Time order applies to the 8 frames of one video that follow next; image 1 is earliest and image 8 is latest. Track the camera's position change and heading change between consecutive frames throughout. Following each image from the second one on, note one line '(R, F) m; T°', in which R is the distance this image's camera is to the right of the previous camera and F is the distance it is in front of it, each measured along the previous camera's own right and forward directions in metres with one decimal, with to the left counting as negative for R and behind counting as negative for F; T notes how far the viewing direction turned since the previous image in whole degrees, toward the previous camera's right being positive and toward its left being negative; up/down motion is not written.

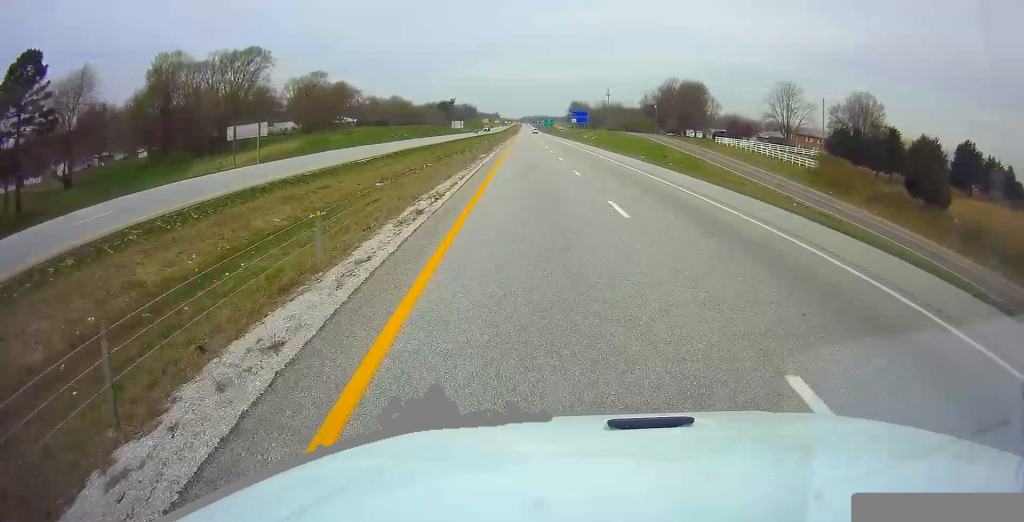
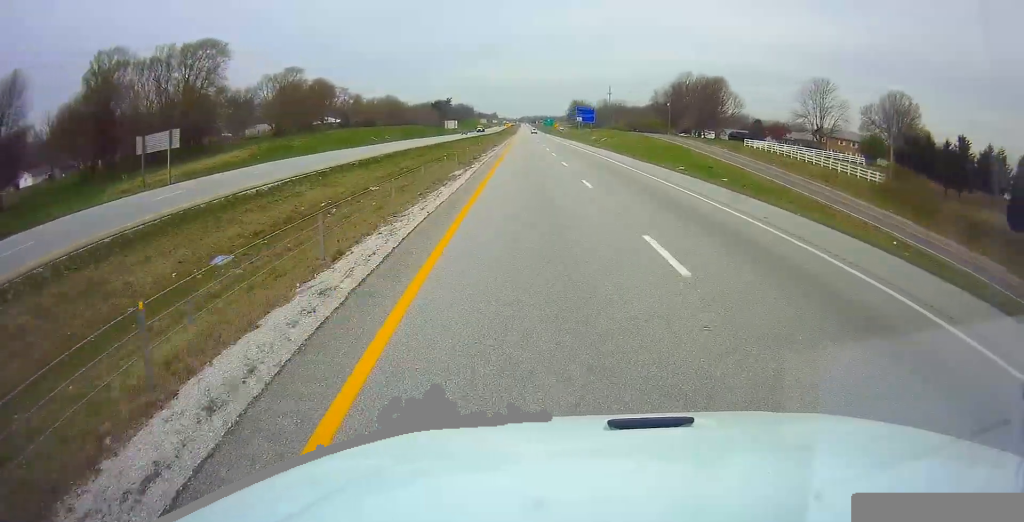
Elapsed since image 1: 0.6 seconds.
(+0.1, +17.5) m; 0°
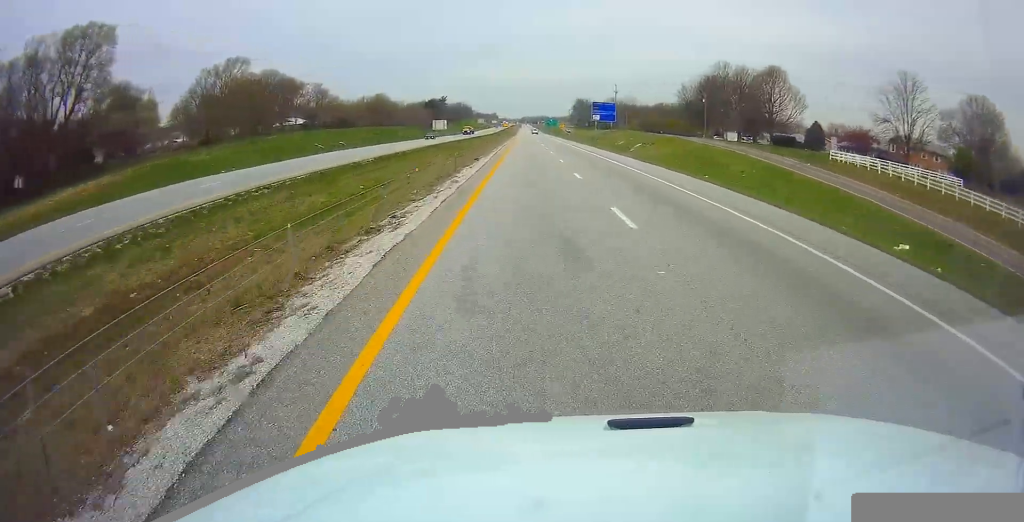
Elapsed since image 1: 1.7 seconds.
(+0.1, +32.0) m; 0°
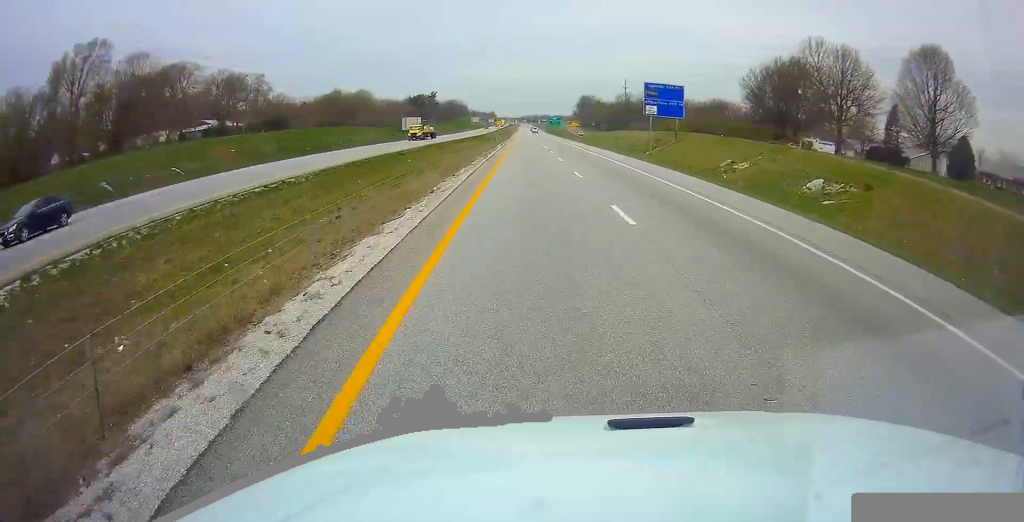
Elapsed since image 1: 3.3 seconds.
(-0.2, +47.5) m; 0°
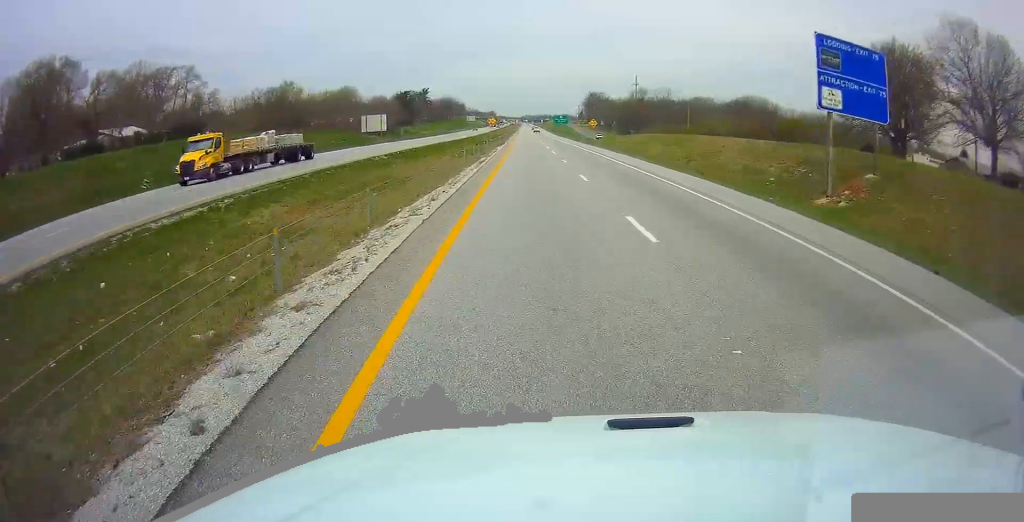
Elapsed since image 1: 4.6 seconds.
(0.0, +37.9) m; 0°
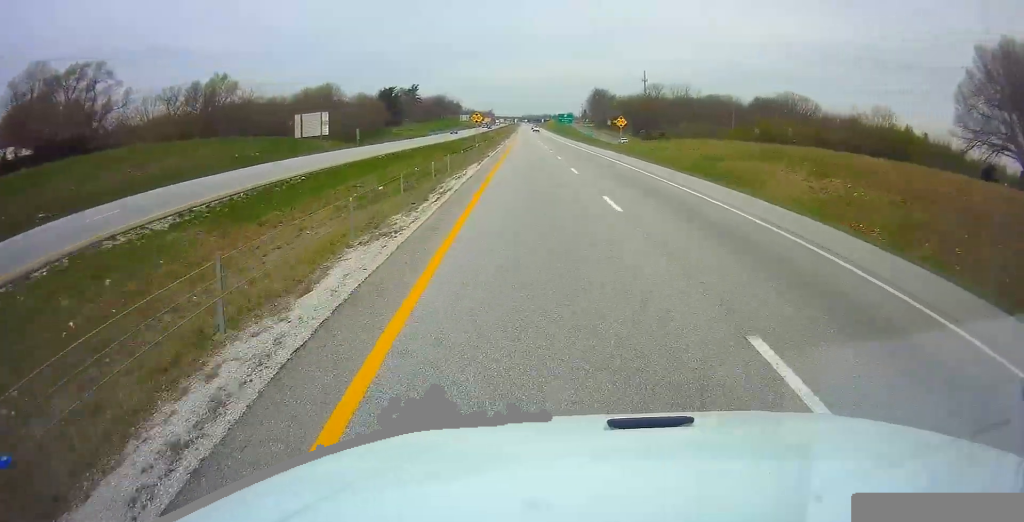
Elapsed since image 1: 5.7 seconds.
(0.0, +32.2) m; 0°
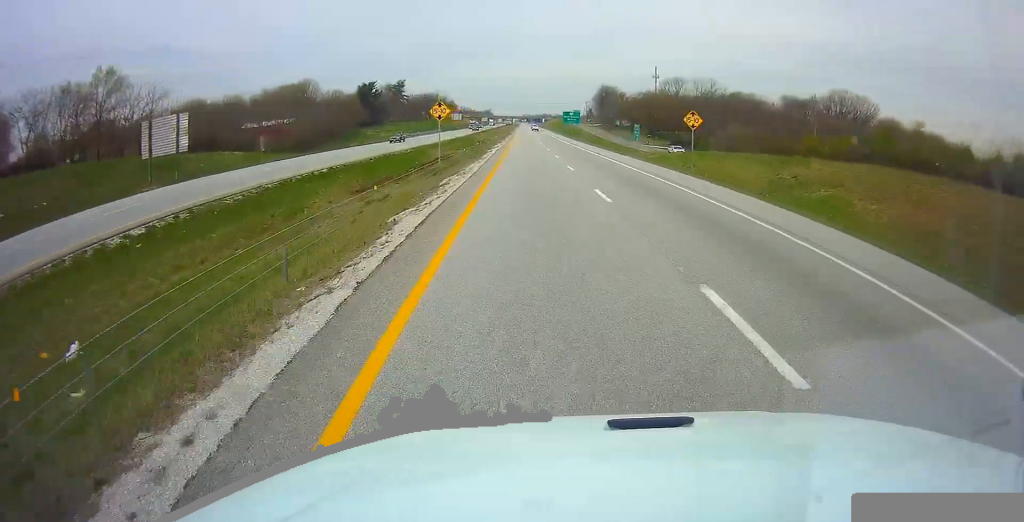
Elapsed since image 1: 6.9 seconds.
(0.0, +34.2) m; 0°
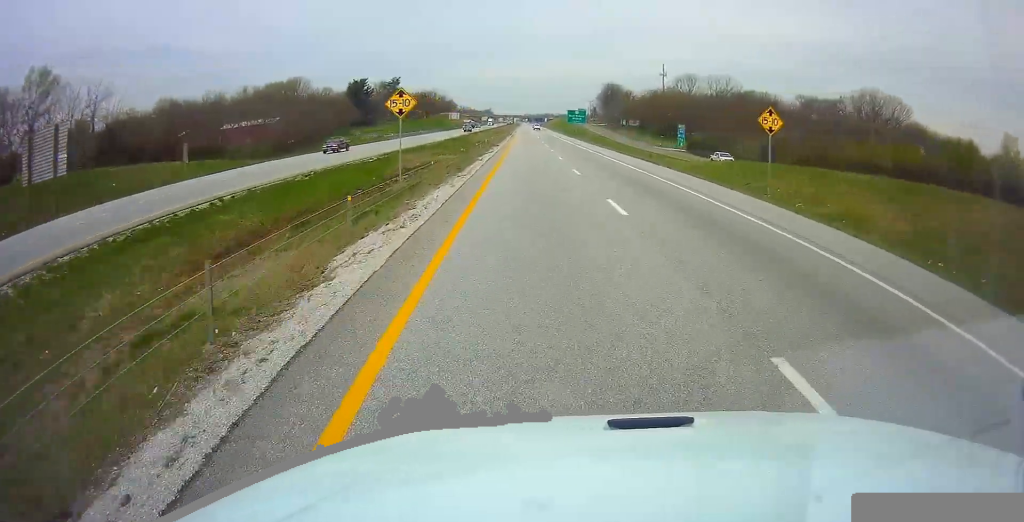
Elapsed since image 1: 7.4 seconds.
(0.0, +14.7) m; 0°
